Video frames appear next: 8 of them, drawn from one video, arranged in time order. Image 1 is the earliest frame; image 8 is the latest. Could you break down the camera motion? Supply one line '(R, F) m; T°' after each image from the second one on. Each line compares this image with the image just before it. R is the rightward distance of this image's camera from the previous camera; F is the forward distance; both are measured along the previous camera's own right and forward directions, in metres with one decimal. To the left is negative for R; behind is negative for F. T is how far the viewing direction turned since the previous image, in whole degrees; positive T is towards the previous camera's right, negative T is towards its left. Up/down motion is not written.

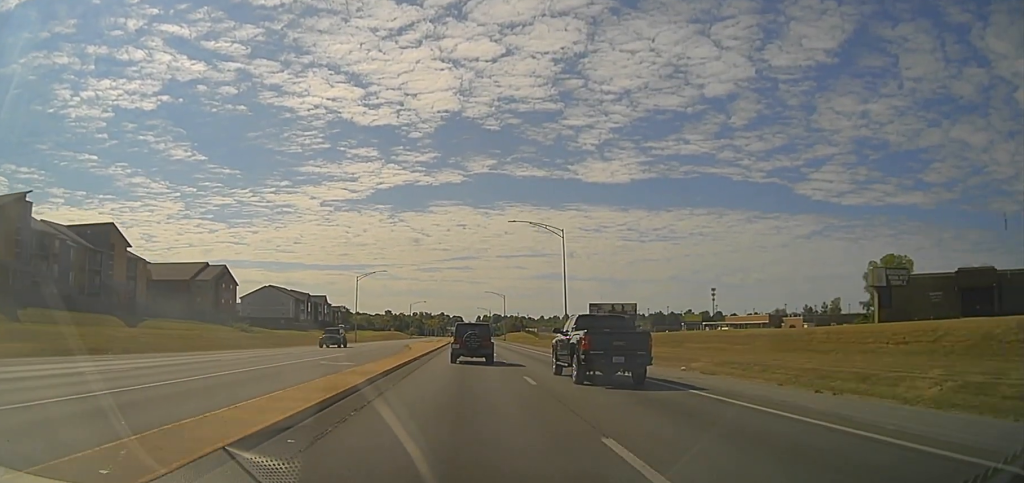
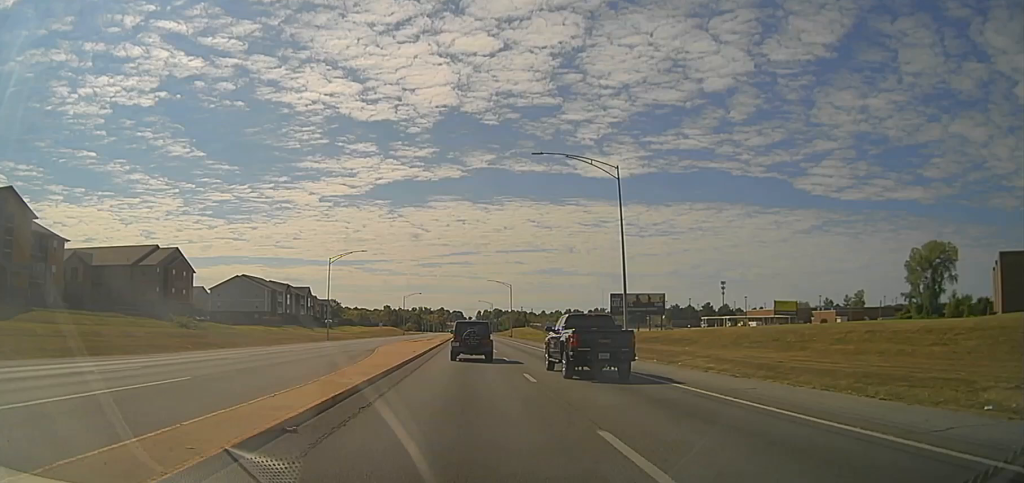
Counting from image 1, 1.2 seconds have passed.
(+0.5, +24.1) m; +1°
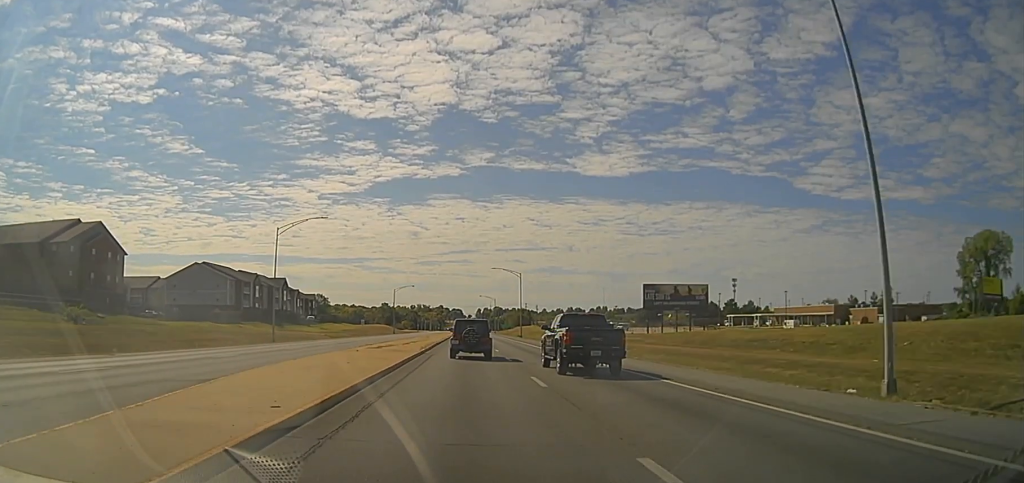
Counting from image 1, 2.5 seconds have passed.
(-0.3, +26.6) m; -2°
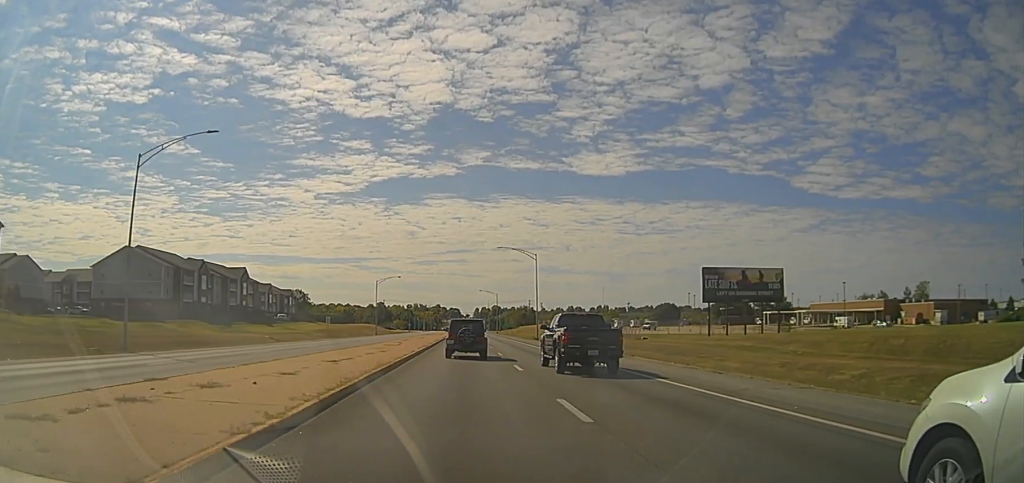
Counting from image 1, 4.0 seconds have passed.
(-0.3, +30.2) m; +1°
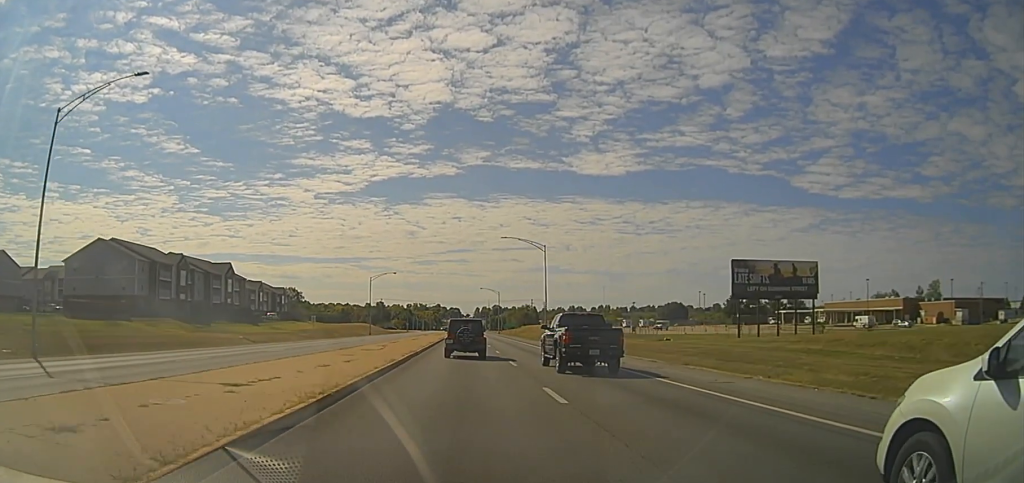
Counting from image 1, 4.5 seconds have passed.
(+0.2, +9.7) m; +1°
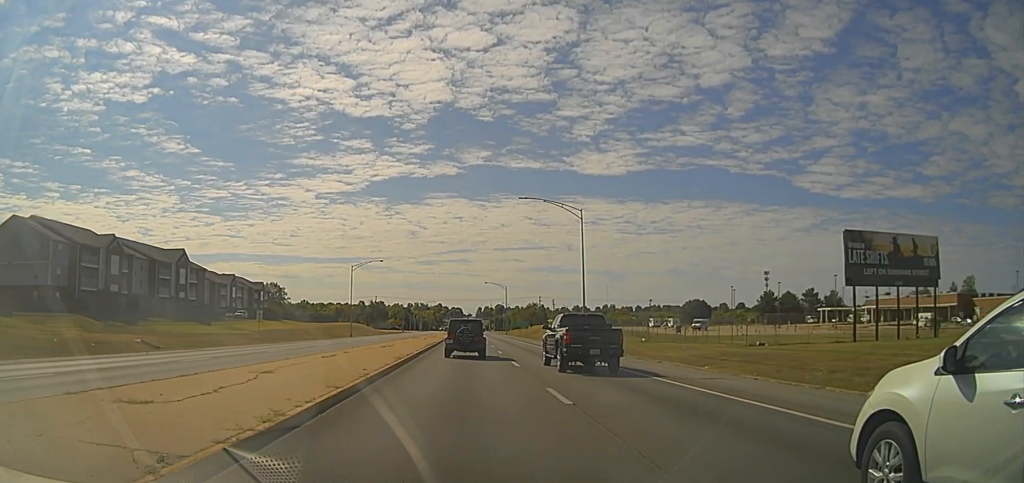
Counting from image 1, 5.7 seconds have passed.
(+0.3, +24.6) m; +1°
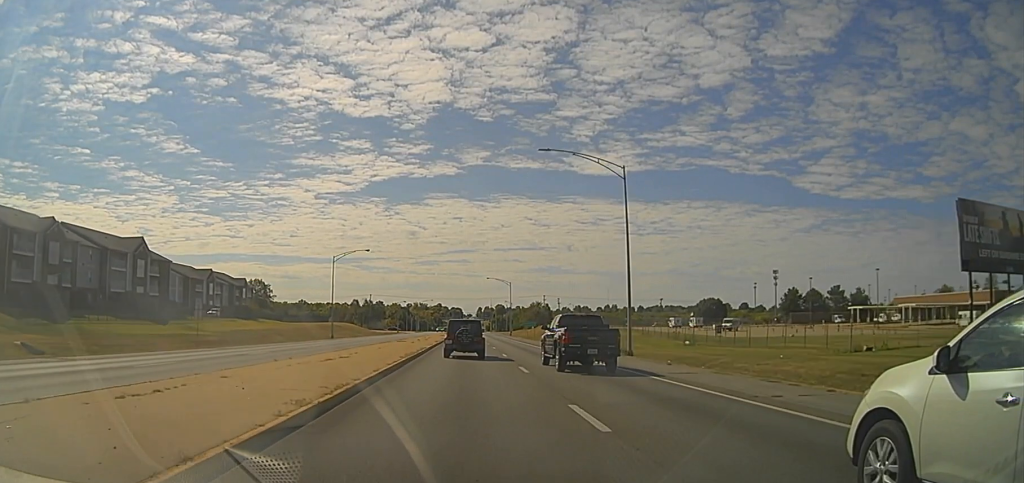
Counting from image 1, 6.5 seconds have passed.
(0.0, +15.7) m; 0°
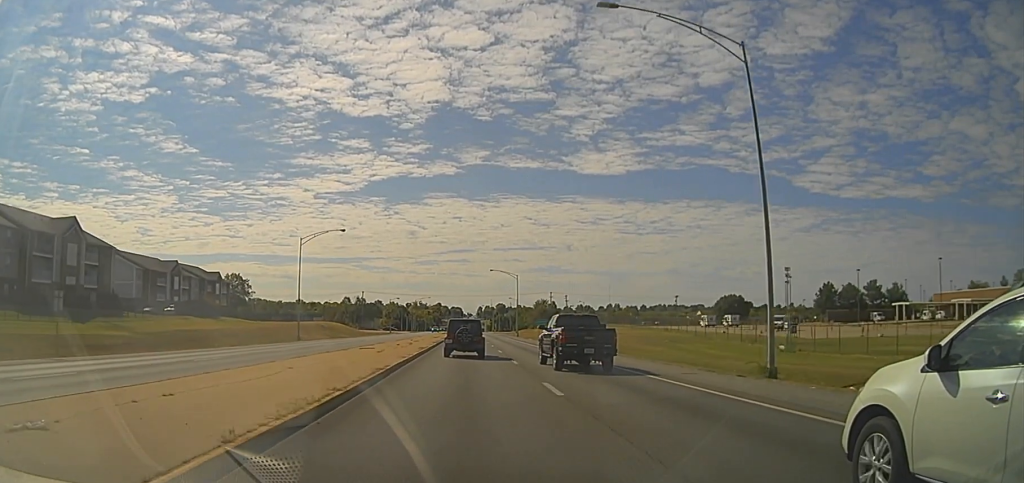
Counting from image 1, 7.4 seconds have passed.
(-0.2, +19.4) m; -1°
